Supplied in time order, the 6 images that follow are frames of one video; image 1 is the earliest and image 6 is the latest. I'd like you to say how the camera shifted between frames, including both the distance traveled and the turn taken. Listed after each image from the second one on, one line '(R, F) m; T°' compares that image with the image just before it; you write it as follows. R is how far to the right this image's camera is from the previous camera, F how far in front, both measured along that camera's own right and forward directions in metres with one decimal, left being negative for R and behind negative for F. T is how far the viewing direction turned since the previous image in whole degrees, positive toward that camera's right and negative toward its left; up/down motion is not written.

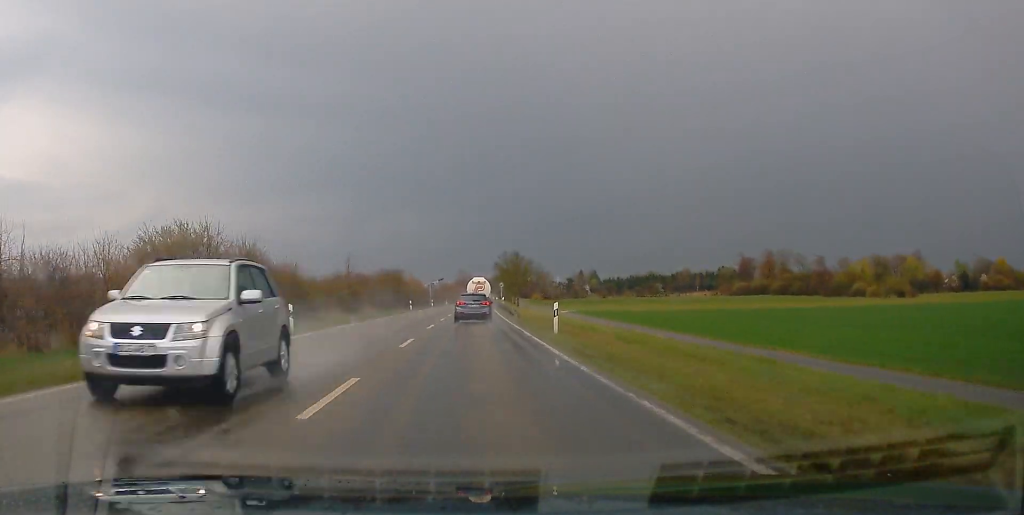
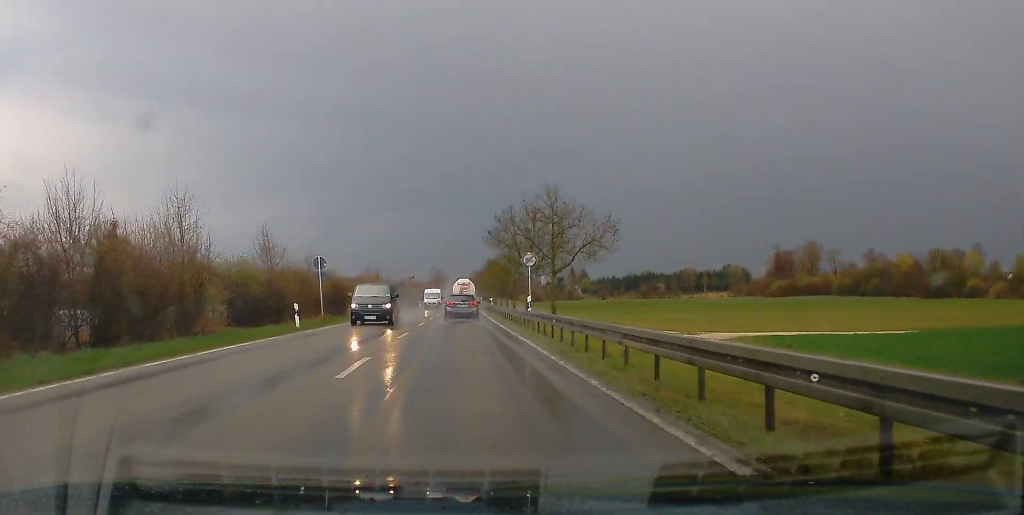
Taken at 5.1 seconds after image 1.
(+0.9, +80.5) m; +1°
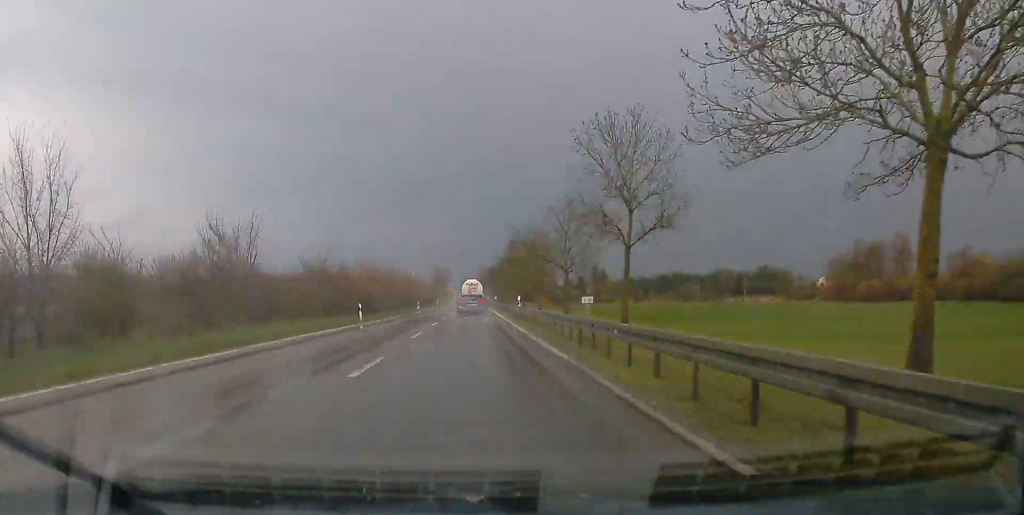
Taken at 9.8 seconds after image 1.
(-0.1, +71.9) m; 0°
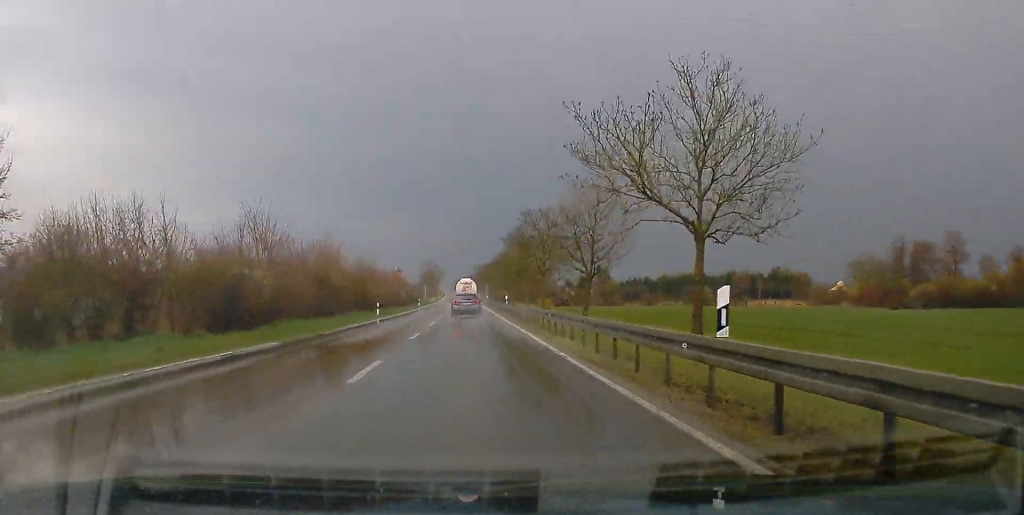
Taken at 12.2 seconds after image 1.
(+0.1, +36.8) m; 0°
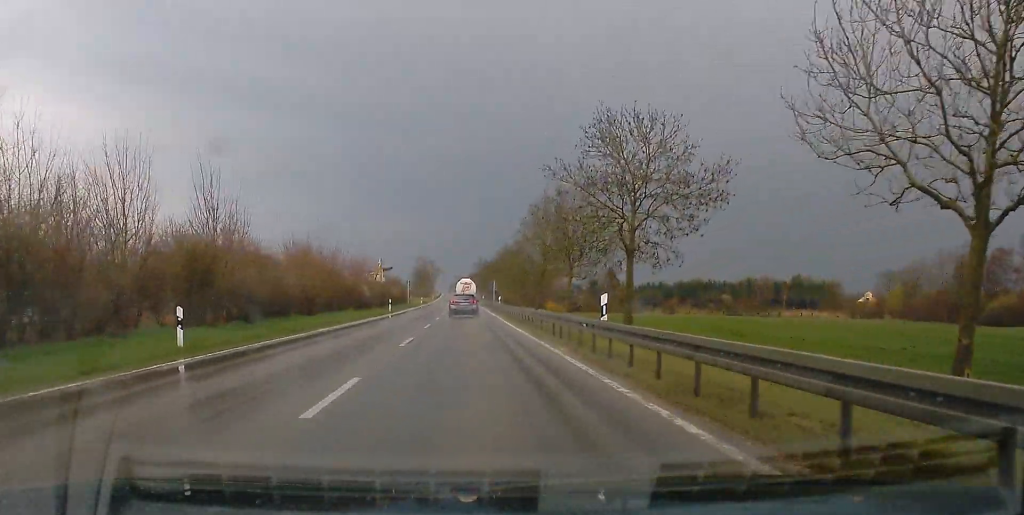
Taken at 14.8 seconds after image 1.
(+0.3, +38.2) m; 0°
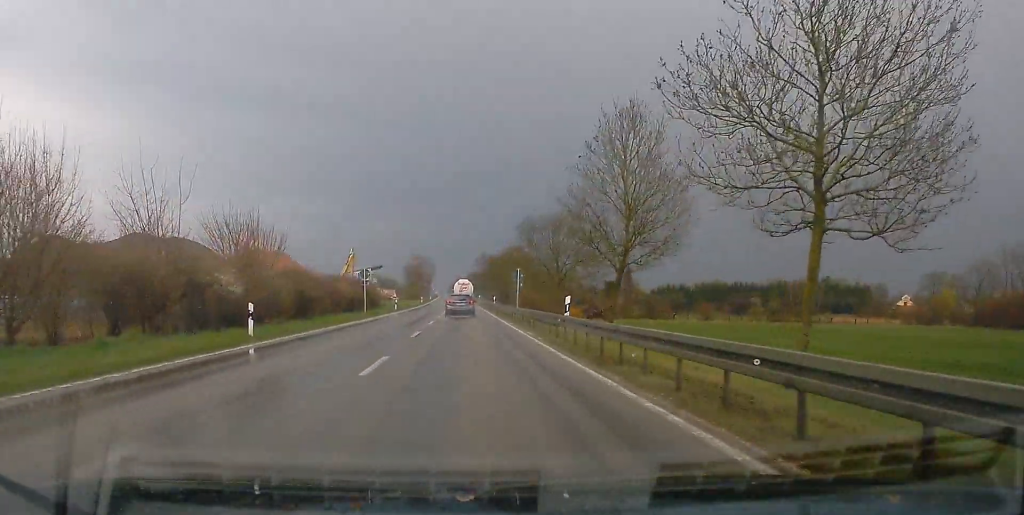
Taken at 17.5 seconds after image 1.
(-0.3, +41.3) m; -1°
